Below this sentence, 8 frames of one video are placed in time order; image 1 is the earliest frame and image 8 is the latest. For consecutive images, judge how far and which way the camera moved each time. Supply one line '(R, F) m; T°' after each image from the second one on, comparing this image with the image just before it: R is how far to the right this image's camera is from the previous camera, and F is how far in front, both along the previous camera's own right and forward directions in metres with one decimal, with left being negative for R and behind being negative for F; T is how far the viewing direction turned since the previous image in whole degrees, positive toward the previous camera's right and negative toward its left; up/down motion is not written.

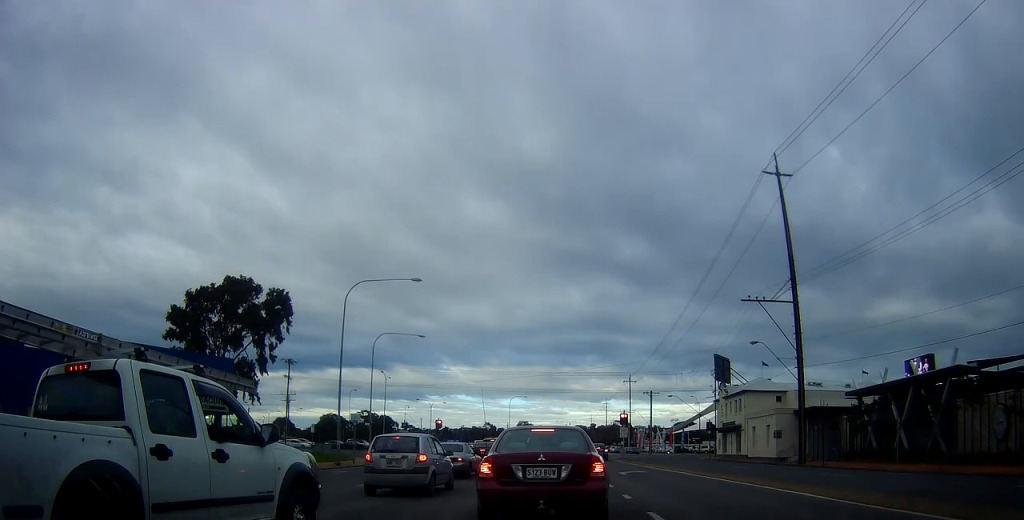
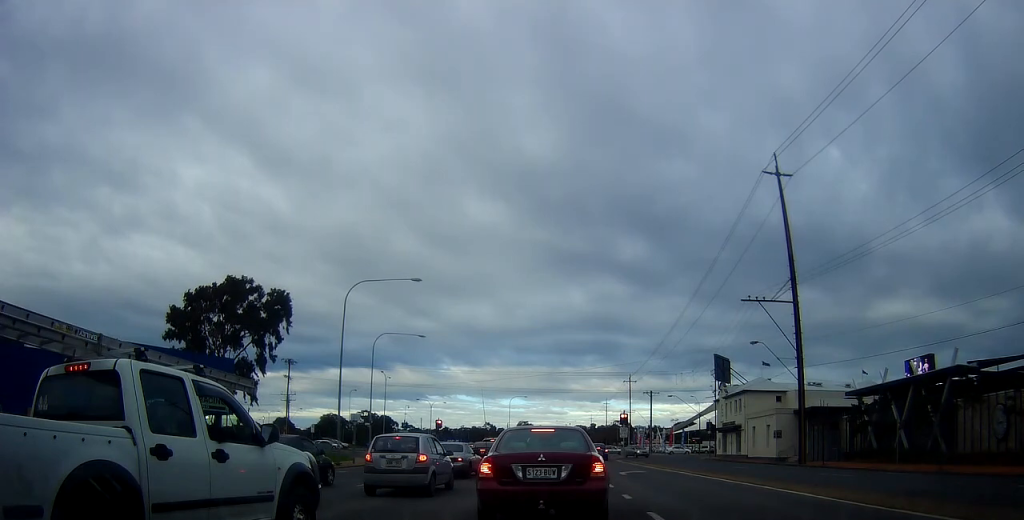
(0.0, 0.0) m; 0°
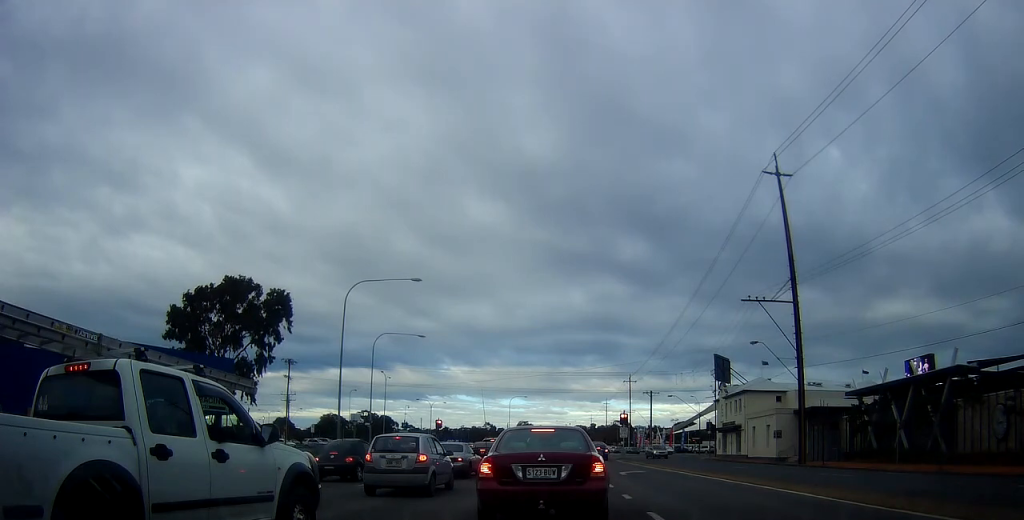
(0.0, 0.0) m; 0°
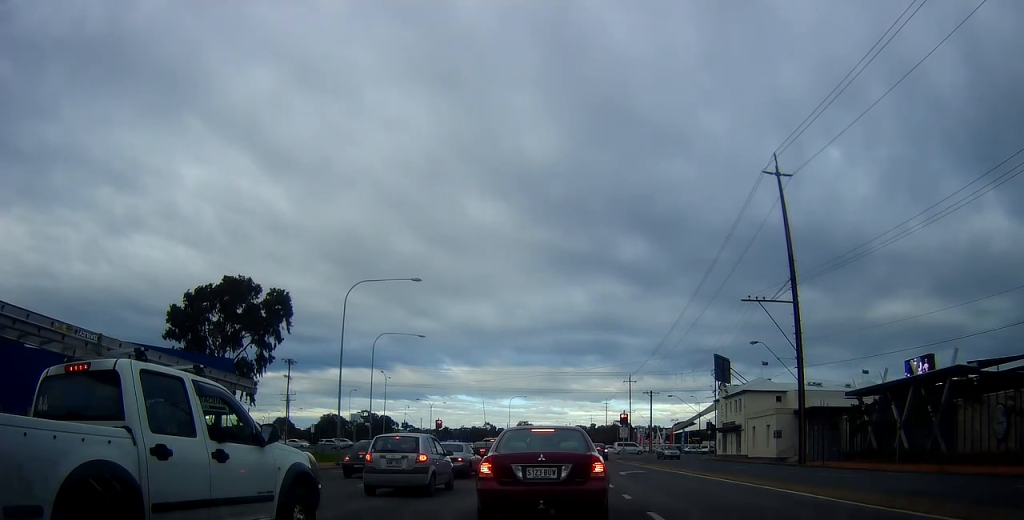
(0.0, 0.0) m; 0°
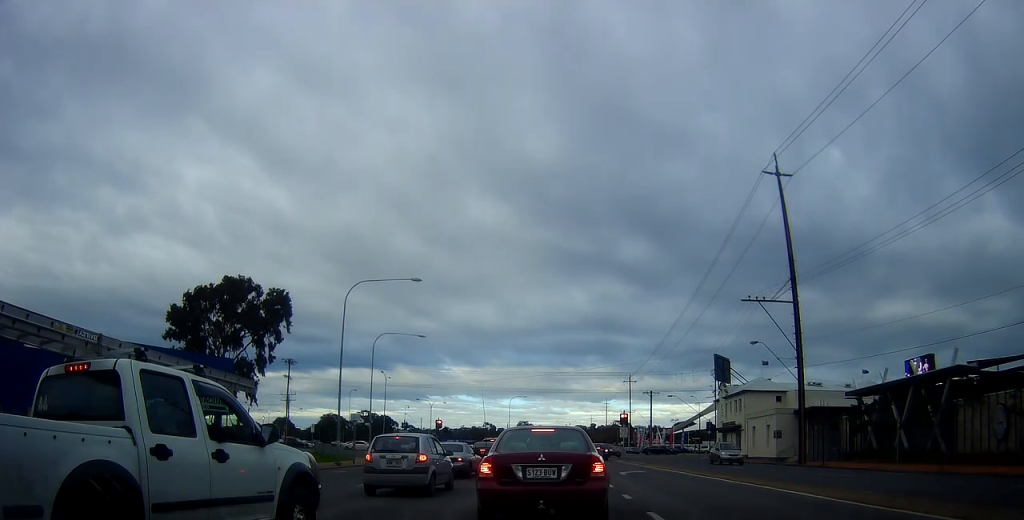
(0.0, 0.0) m; 0°
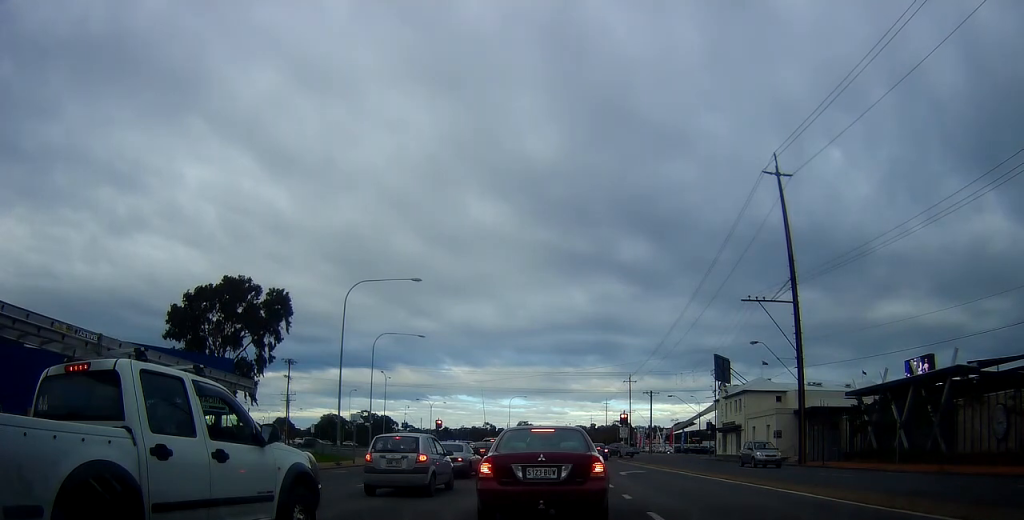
(0.0, 0.0) m; 0°
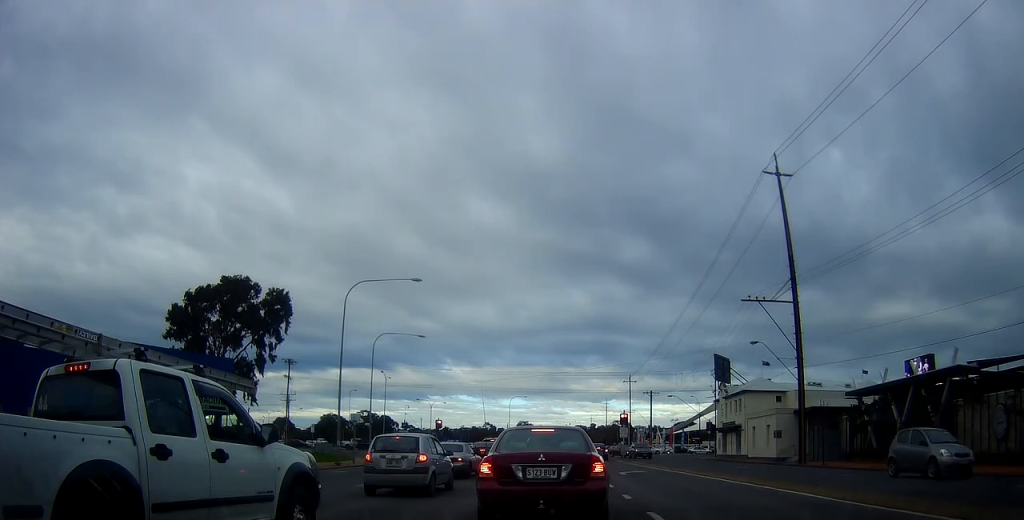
(0.0, 0.0) m; 0°
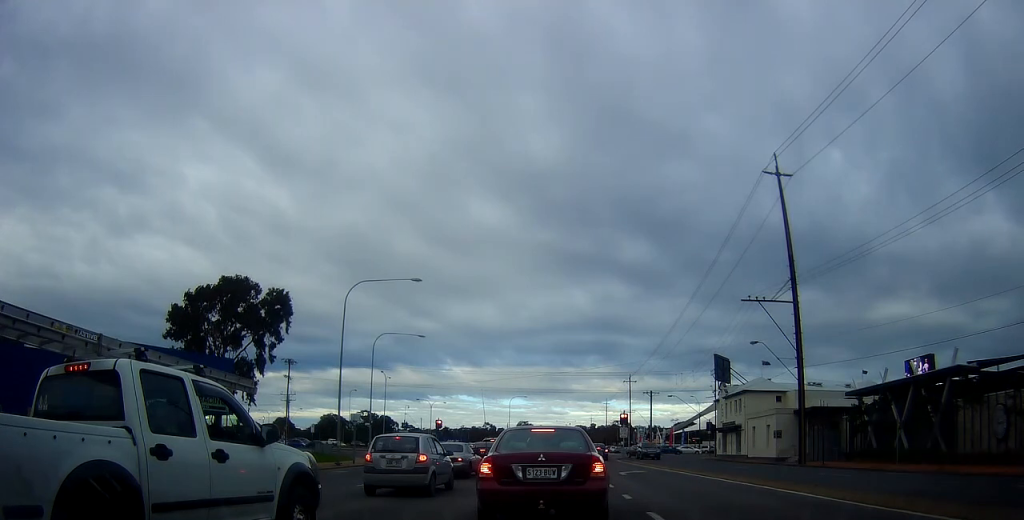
(0.0, 0.0) m; 0°
